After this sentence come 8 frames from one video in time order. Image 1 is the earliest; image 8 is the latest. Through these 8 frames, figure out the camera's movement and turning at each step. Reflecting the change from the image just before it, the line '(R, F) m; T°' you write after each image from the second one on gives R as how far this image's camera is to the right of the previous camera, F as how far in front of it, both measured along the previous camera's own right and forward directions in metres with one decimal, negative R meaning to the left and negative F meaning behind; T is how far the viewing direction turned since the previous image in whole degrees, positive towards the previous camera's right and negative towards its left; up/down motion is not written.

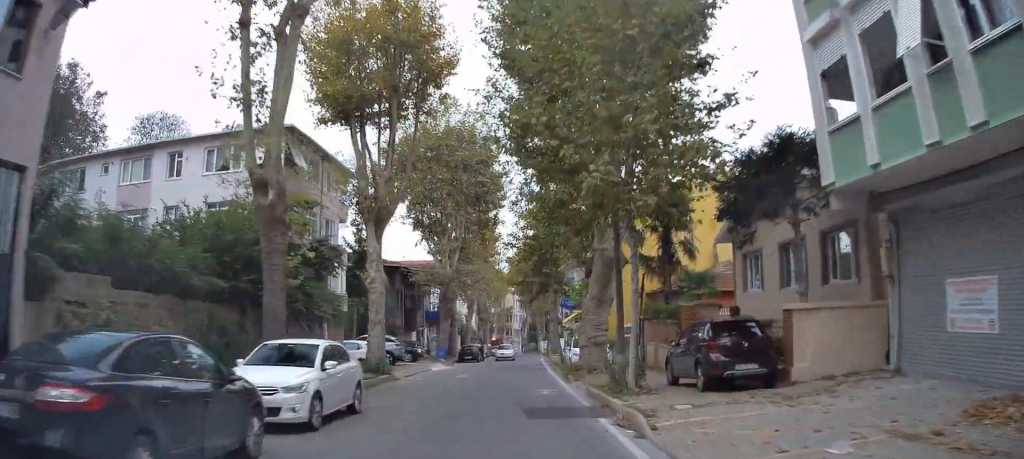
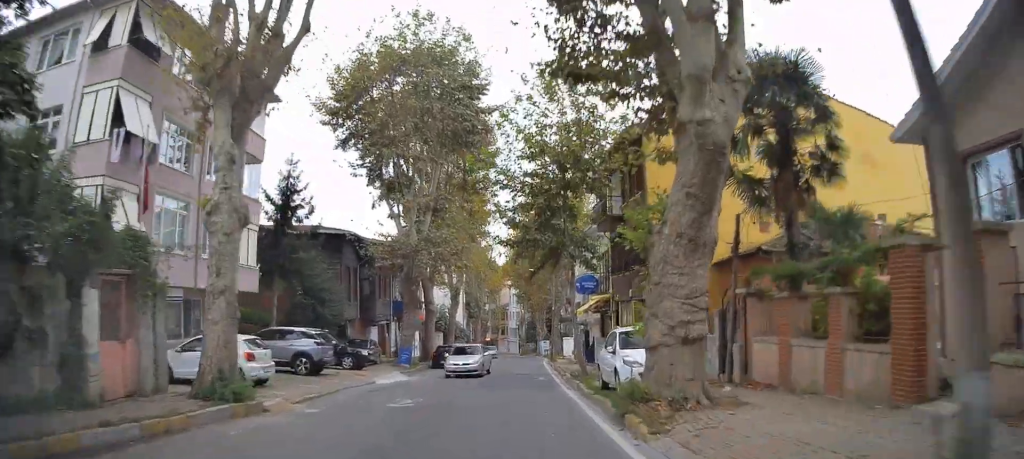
(0.0, +13.1) m; 0°
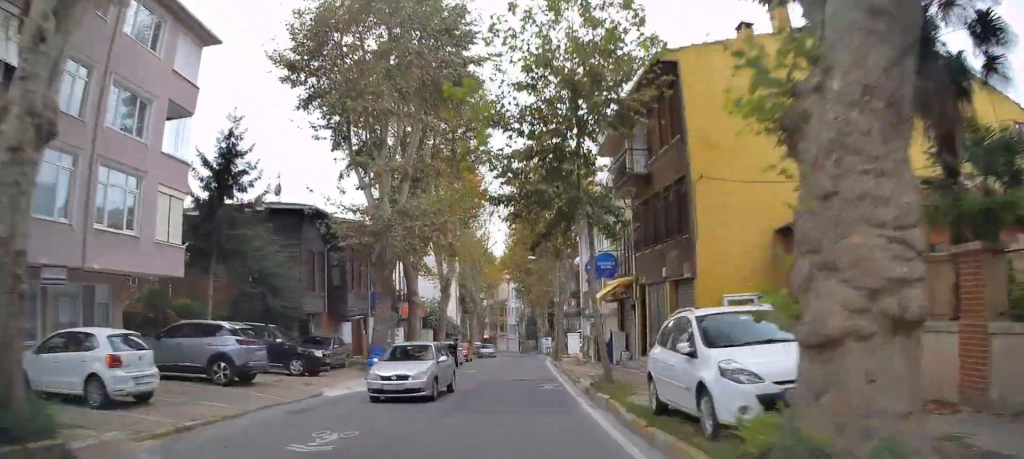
(0.0, +6.1) m; 0°
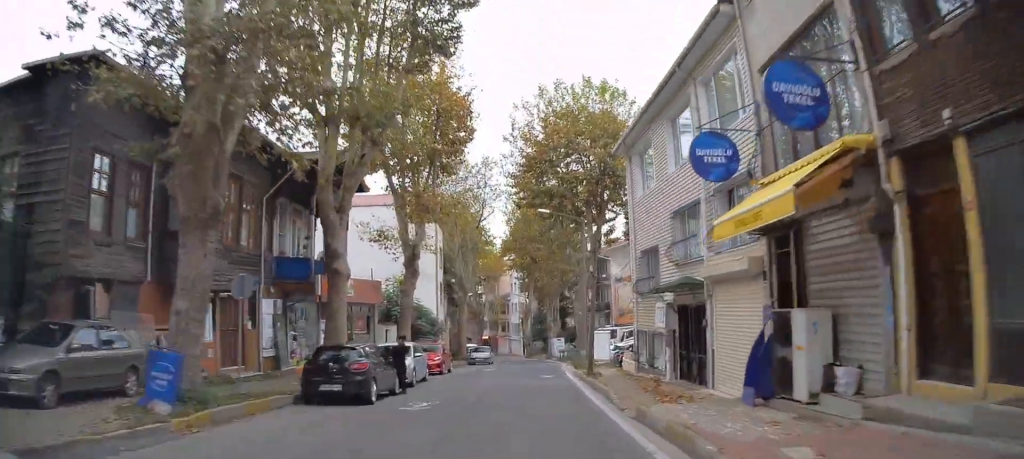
(0.0, +16.0) m; +1°
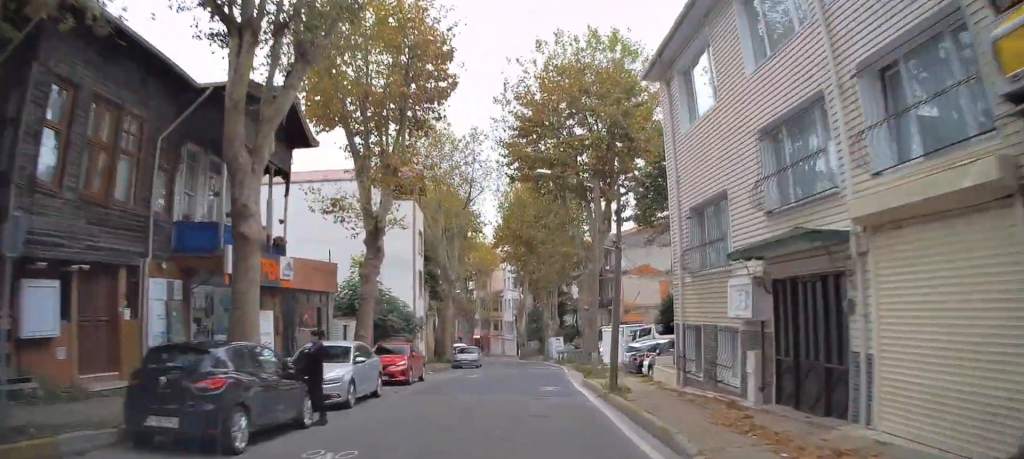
(0.0, +6.7) m; +1°
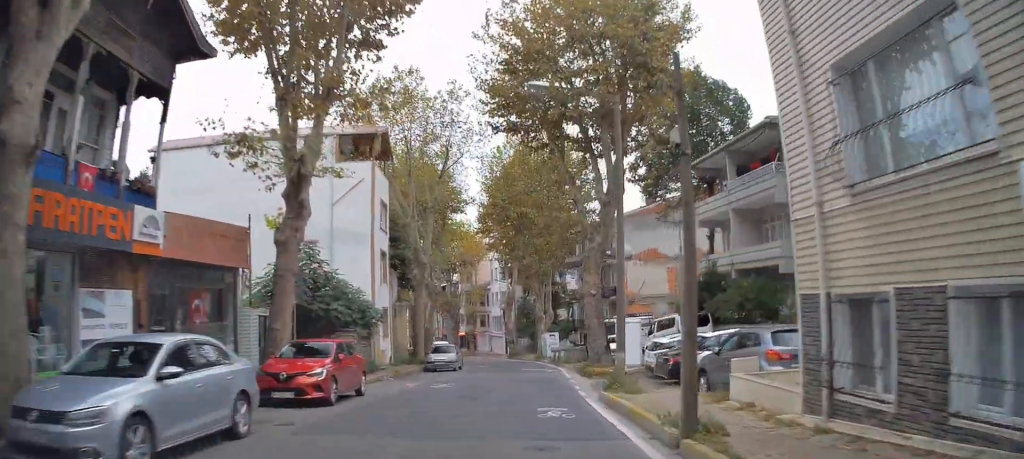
(+0.2, +7.5) m; +1°
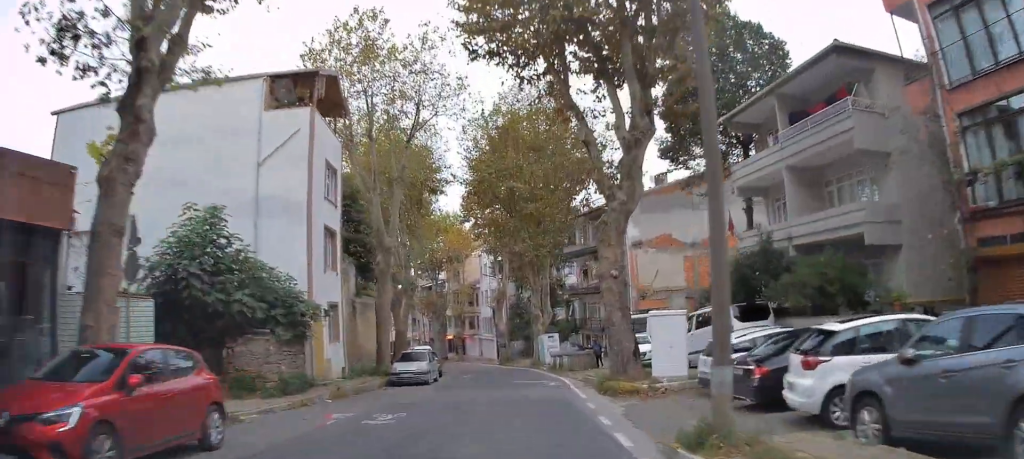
(0.0, +7.6) m; -1°
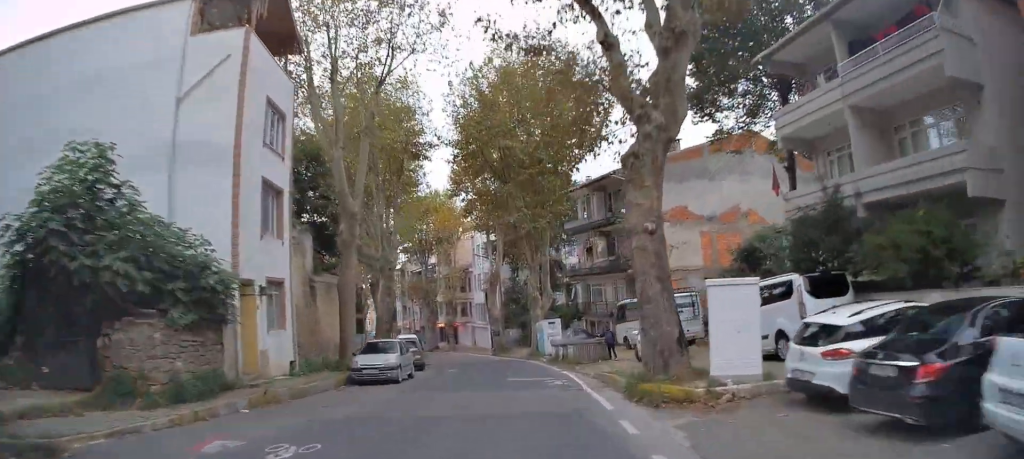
(+0.1, +5.3) m; -1°
